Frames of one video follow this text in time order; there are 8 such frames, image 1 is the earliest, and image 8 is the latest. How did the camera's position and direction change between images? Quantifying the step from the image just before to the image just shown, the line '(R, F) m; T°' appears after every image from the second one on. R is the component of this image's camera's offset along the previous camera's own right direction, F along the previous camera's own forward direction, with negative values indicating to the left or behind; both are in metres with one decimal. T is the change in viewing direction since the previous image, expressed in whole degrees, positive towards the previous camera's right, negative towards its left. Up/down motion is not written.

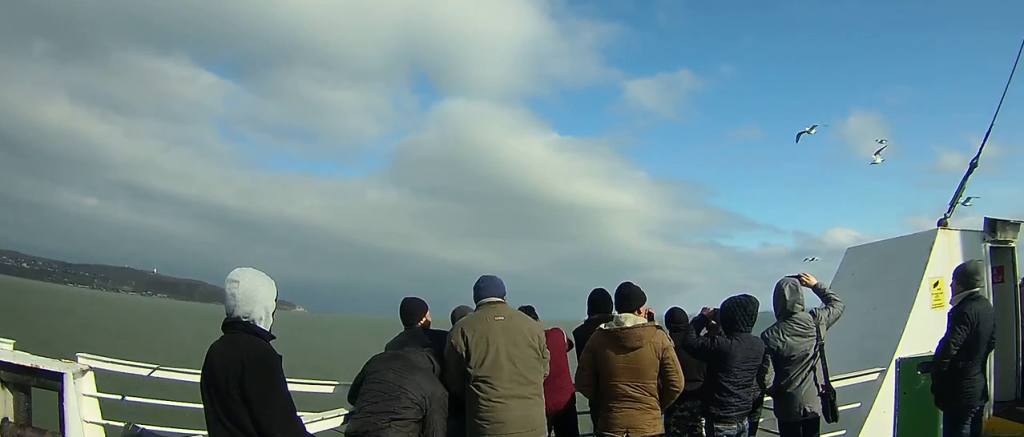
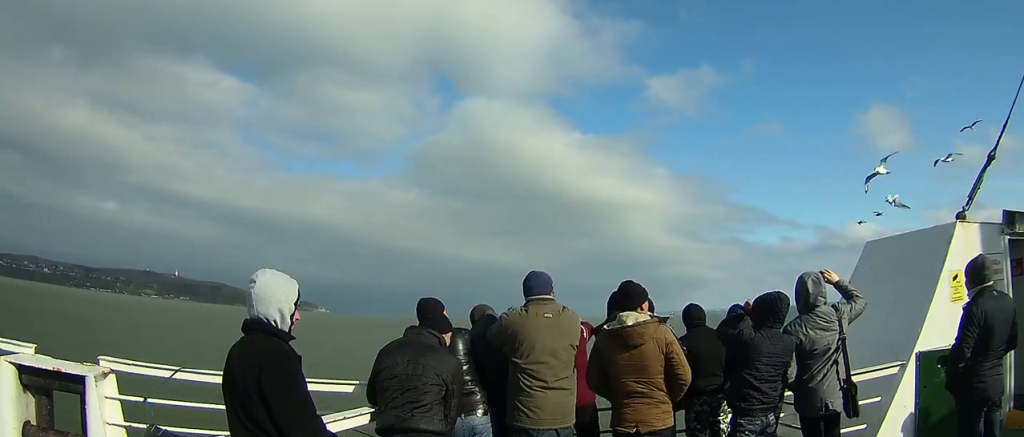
(0.0, +5.9) m; 0°
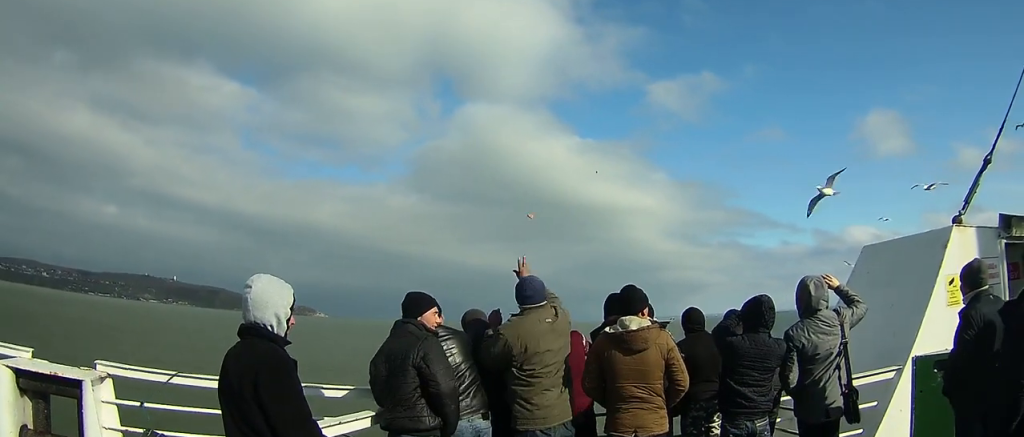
(0.0, +3.3) m; -2°
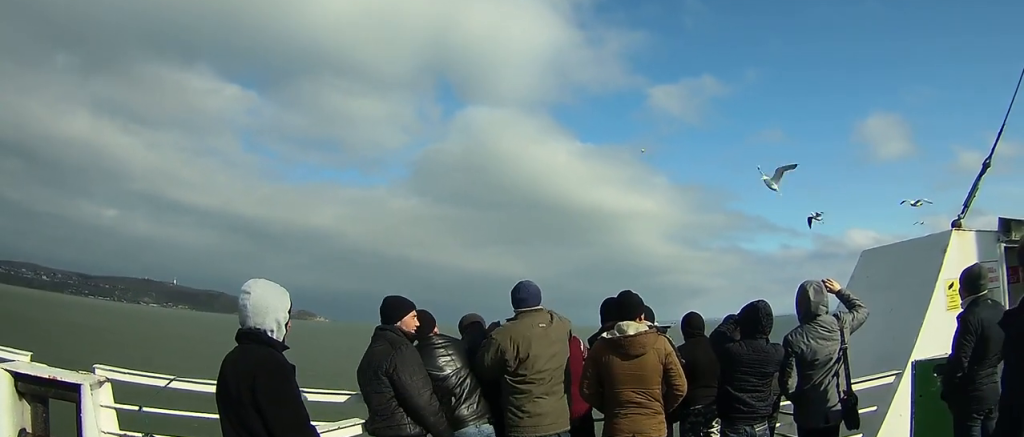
(-0.1, +2.2) m; 0°
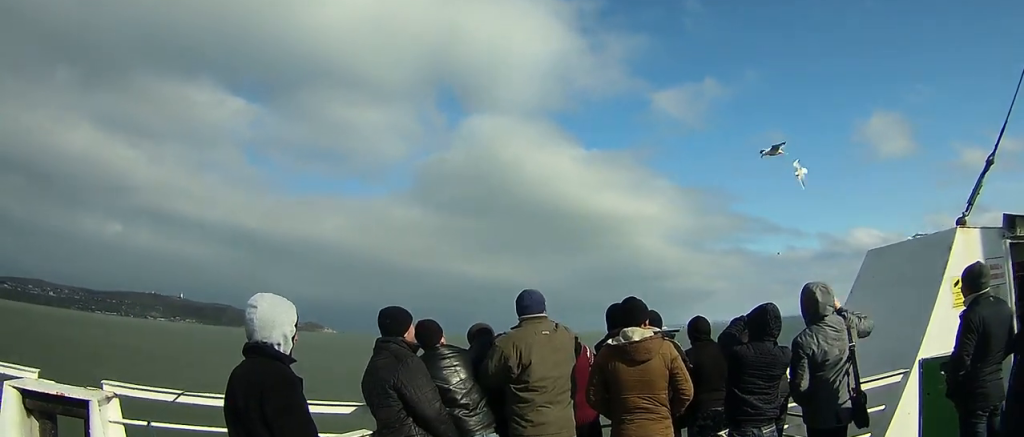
(-0.1, +2.2) m; 0°
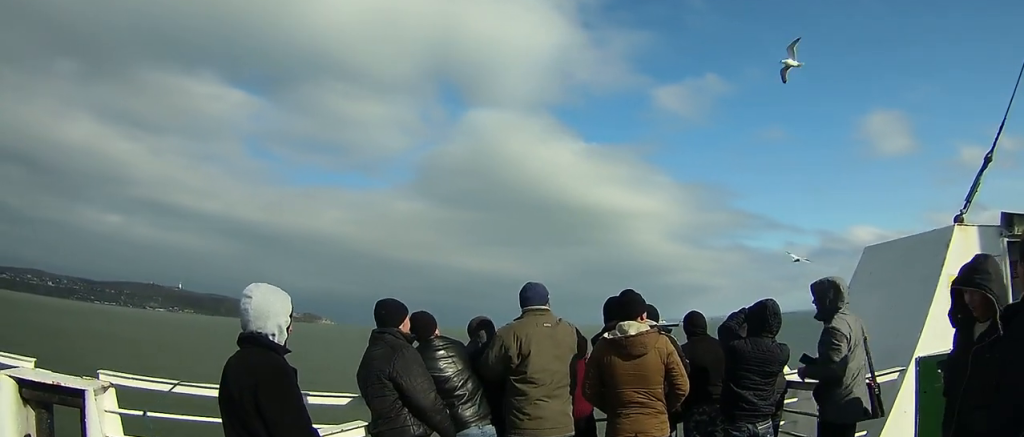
(+0.1, +2.8) m; +2°
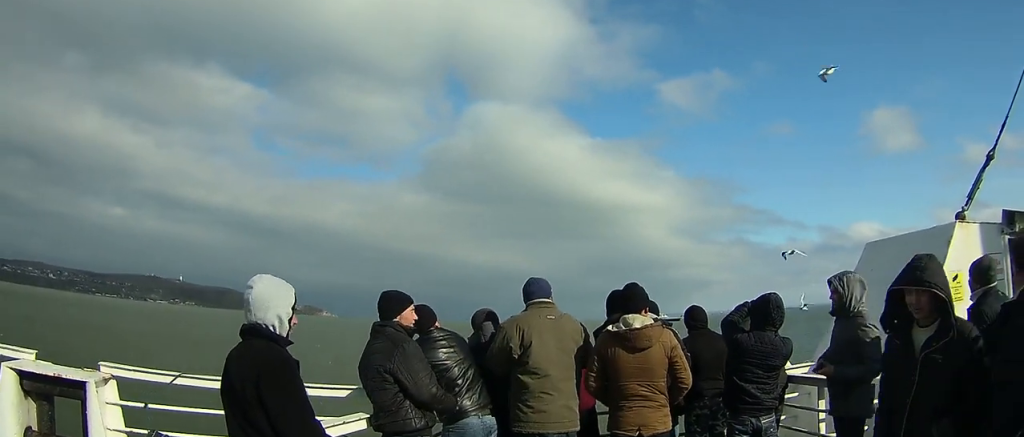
(+0.1, +2.7) m; +1°
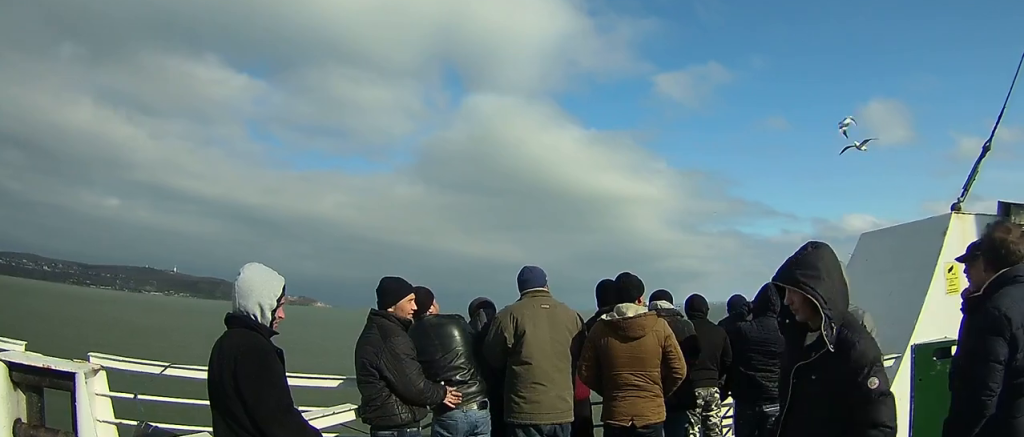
(0.0, +4.9) m; -2°
